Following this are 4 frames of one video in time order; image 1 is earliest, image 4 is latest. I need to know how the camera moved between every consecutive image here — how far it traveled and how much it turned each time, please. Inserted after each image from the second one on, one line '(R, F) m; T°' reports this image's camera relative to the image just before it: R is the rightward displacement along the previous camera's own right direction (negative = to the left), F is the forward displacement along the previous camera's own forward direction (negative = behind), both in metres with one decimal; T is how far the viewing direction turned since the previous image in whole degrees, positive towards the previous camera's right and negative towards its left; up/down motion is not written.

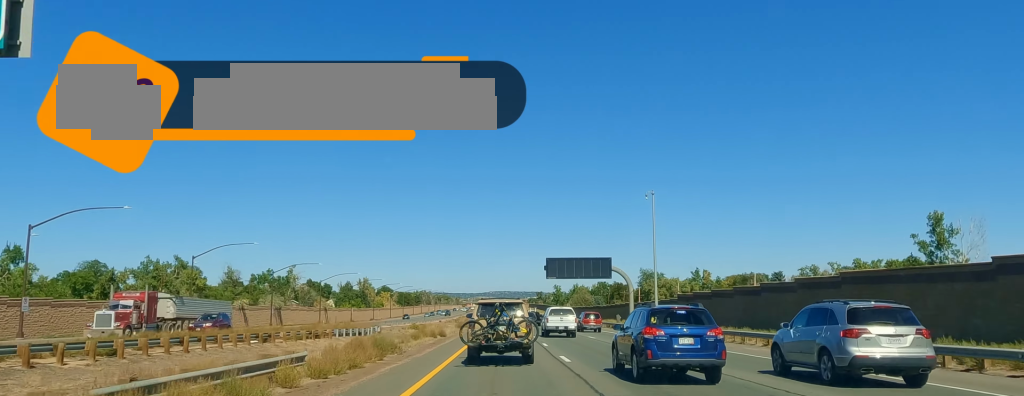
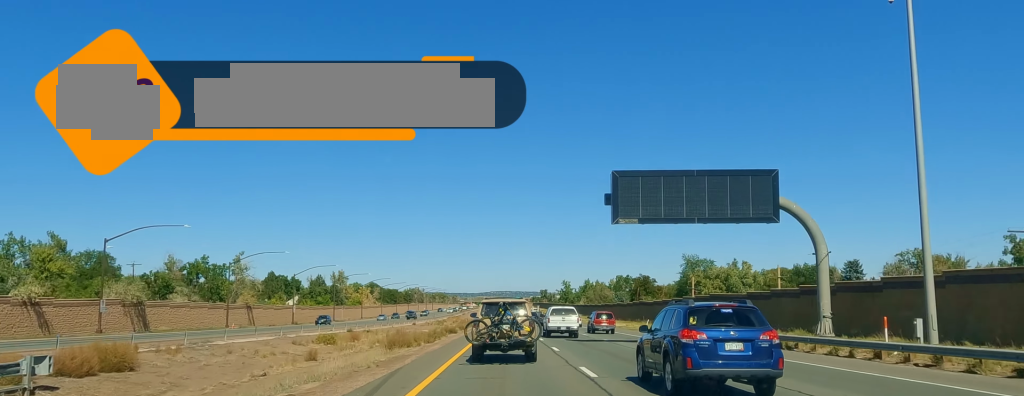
(0.0, +55.0) m; 0°
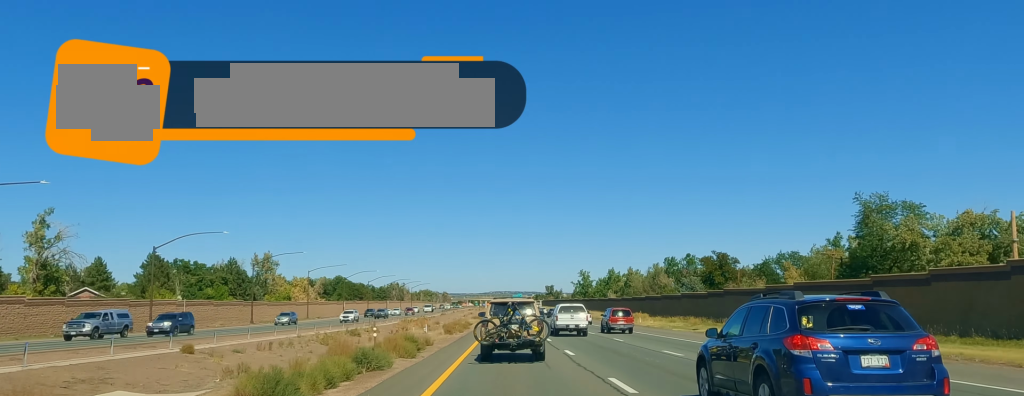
(+0.2, +90.4) m; -1°
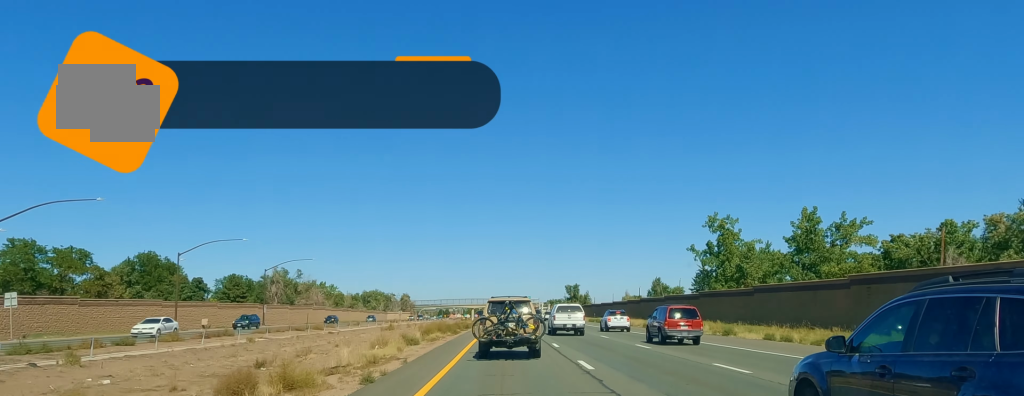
(+0.2, +192.7) m; 0°
